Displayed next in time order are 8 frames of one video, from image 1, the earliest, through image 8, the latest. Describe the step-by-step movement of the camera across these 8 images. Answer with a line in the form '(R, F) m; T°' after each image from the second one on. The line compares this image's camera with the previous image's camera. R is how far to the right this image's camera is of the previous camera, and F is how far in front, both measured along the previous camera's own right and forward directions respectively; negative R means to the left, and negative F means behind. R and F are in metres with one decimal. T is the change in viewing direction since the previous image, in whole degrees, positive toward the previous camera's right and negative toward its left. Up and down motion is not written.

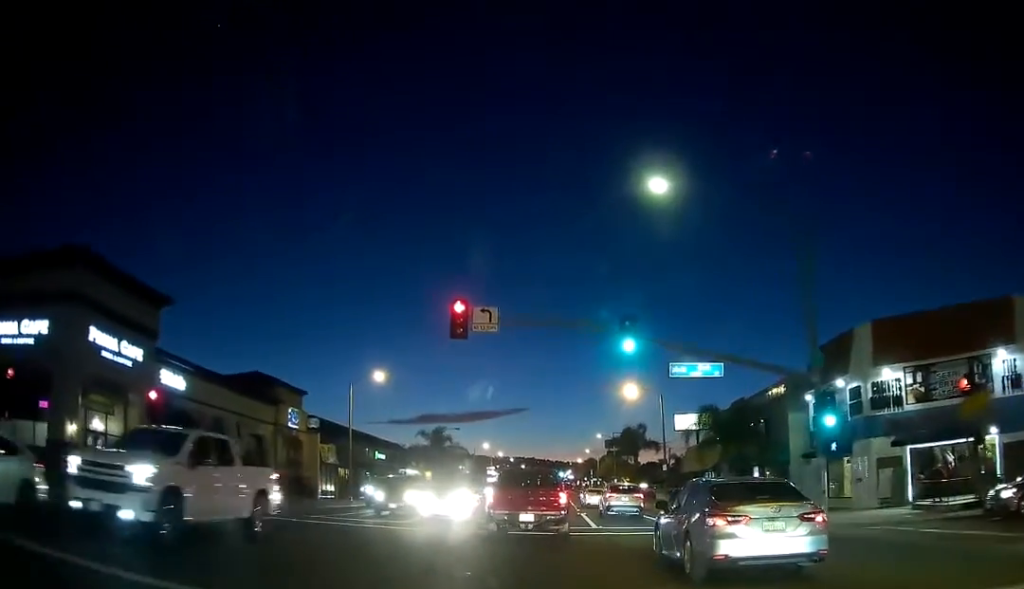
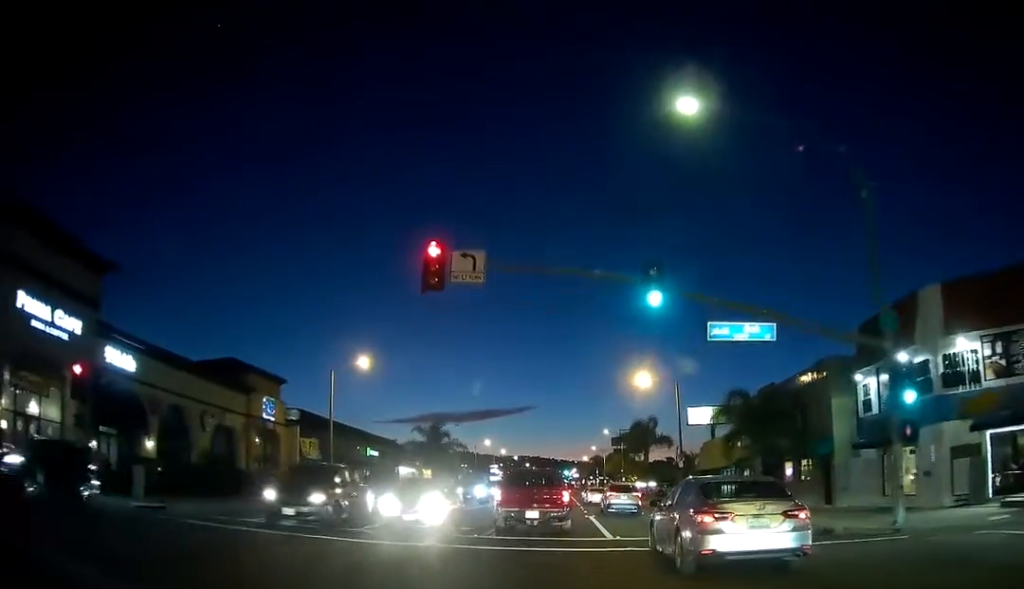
(-0.1, +5.5) m; -1°
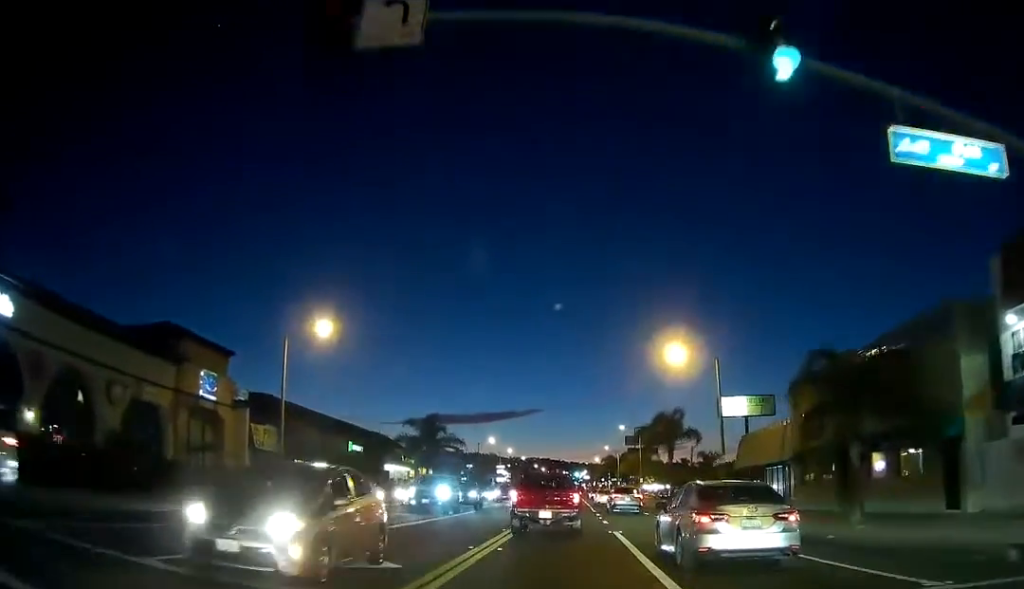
(-0.2, +10.3) m; -1°
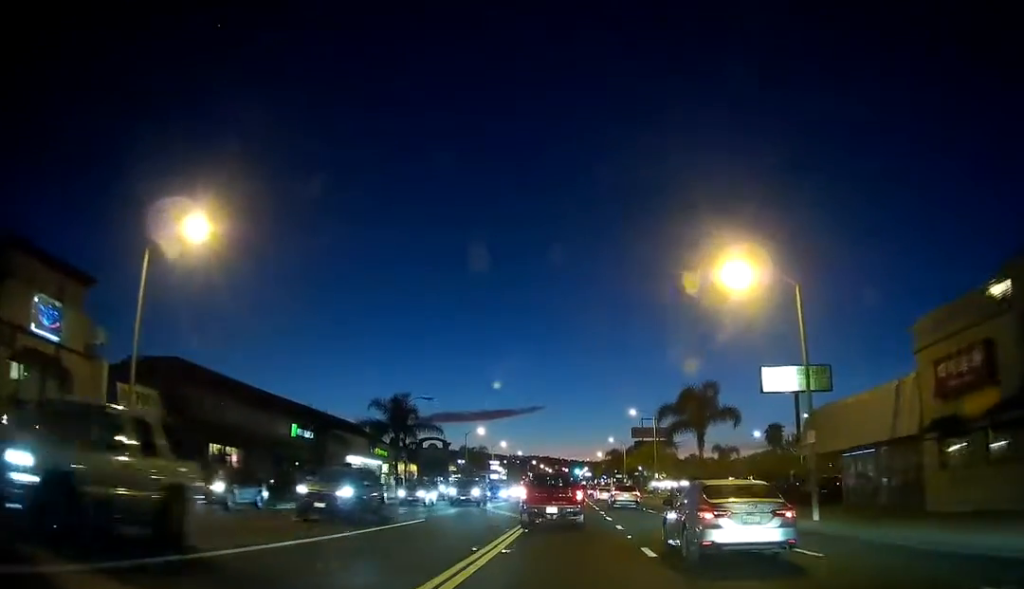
(0.0, +14.9) m; +1°
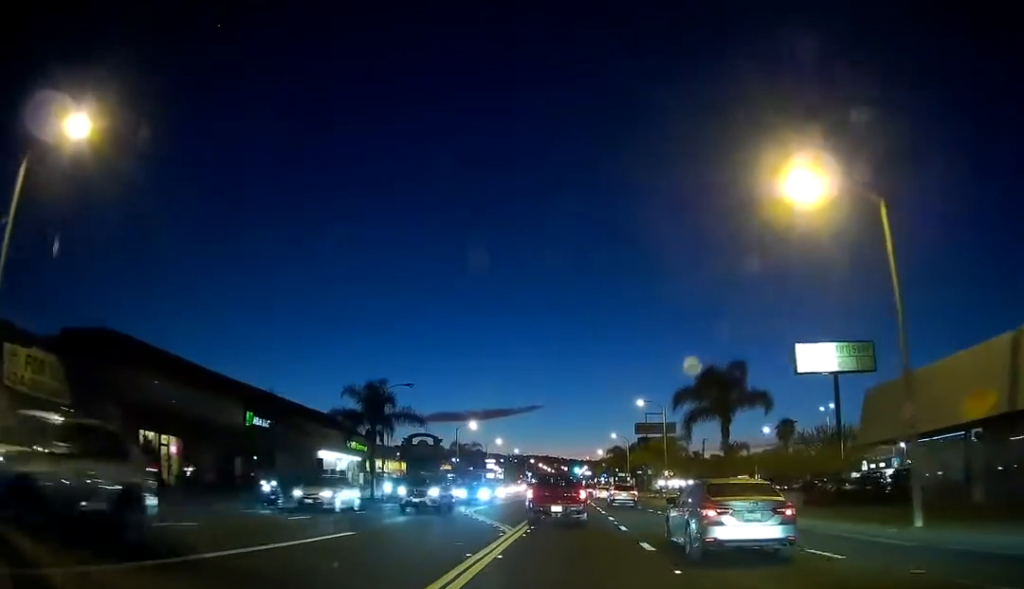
(+0.1, +7.8) m; 0°
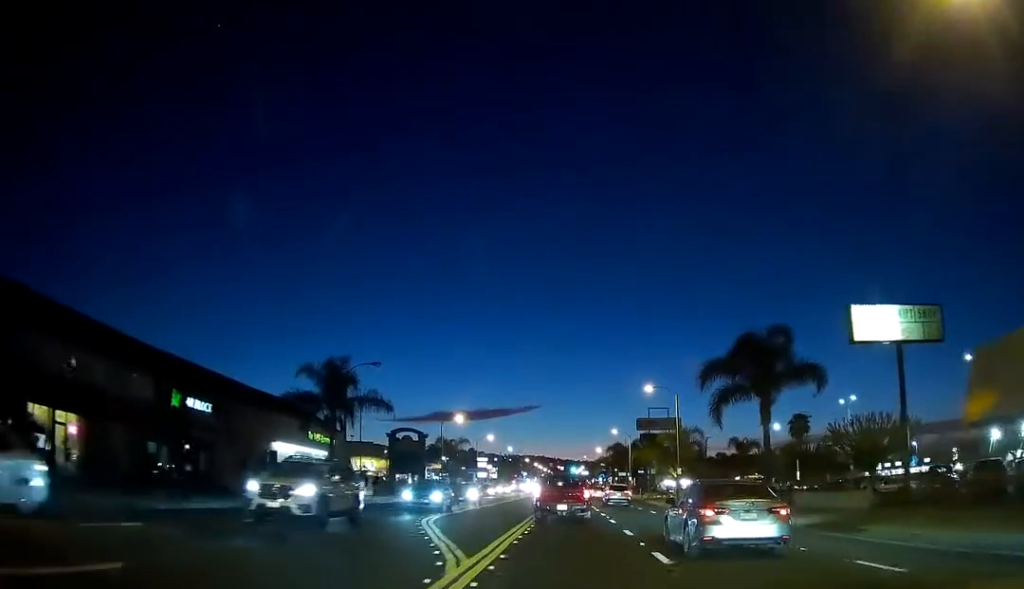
(-0.1, +9.9) m; -1°
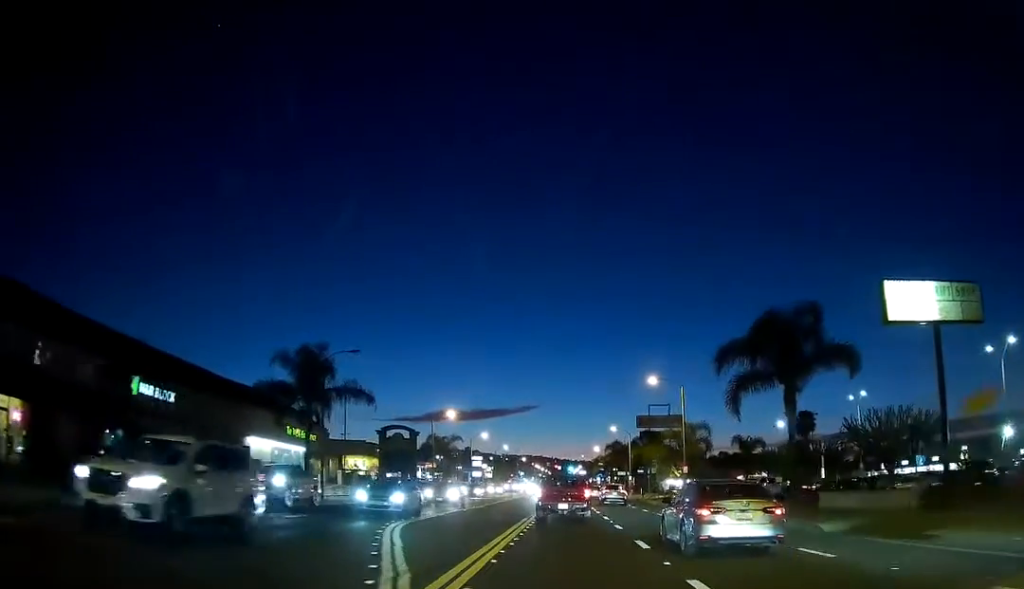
(0.0, +4.7) m; 0°
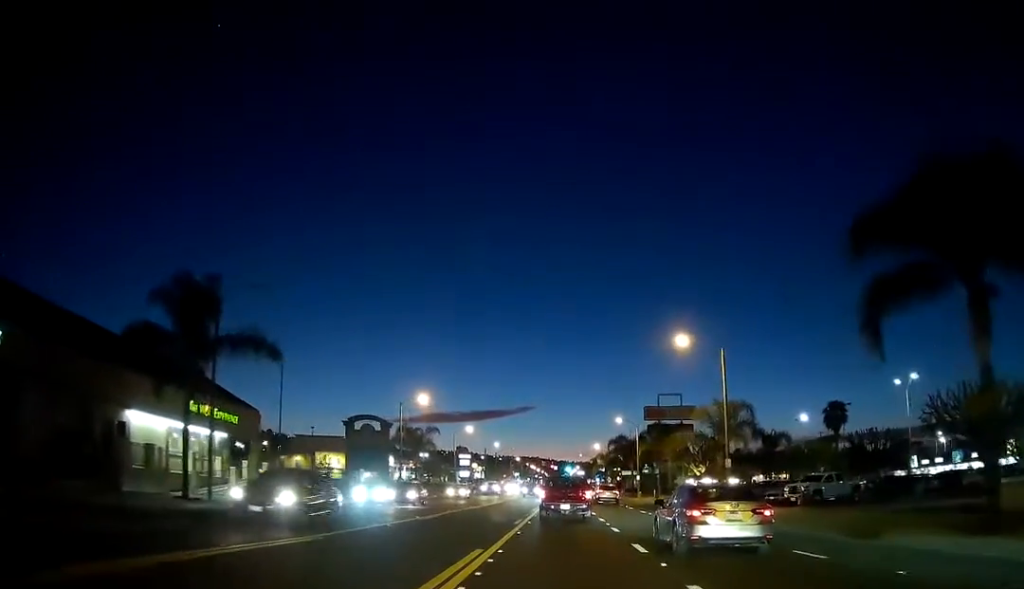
(0.0, +15.4) m; +1°
